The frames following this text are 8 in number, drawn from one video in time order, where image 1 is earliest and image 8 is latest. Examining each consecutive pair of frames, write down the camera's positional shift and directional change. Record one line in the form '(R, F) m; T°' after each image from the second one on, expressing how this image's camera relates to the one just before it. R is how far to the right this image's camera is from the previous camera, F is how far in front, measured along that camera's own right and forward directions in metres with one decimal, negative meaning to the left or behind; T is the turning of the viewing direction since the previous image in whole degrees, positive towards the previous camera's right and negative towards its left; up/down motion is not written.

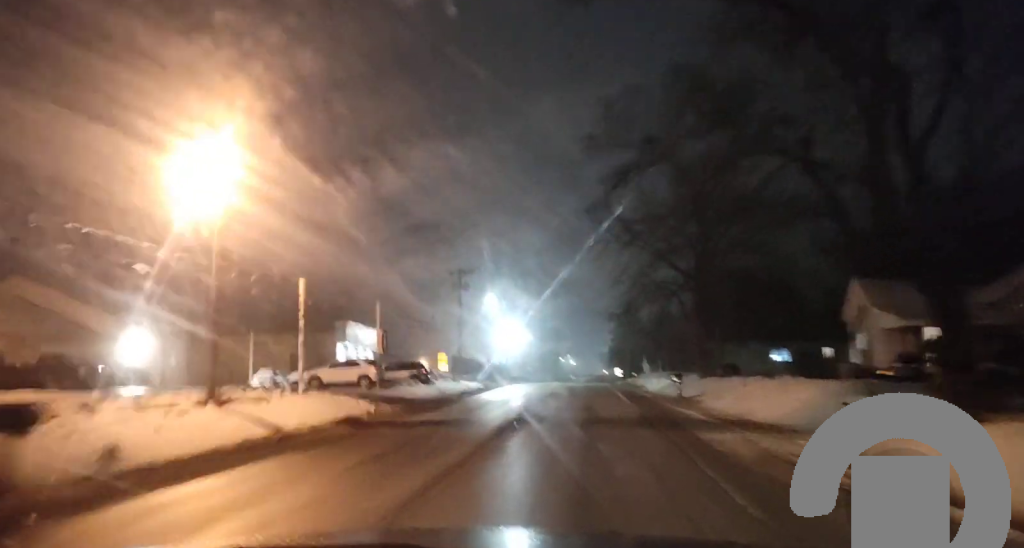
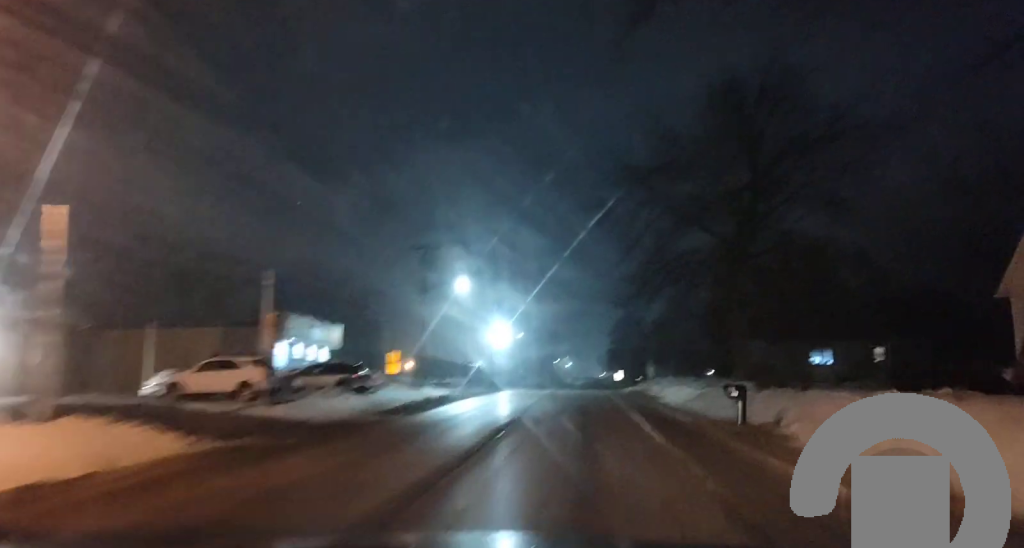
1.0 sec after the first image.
(+0.2, +16.2) m; 0°
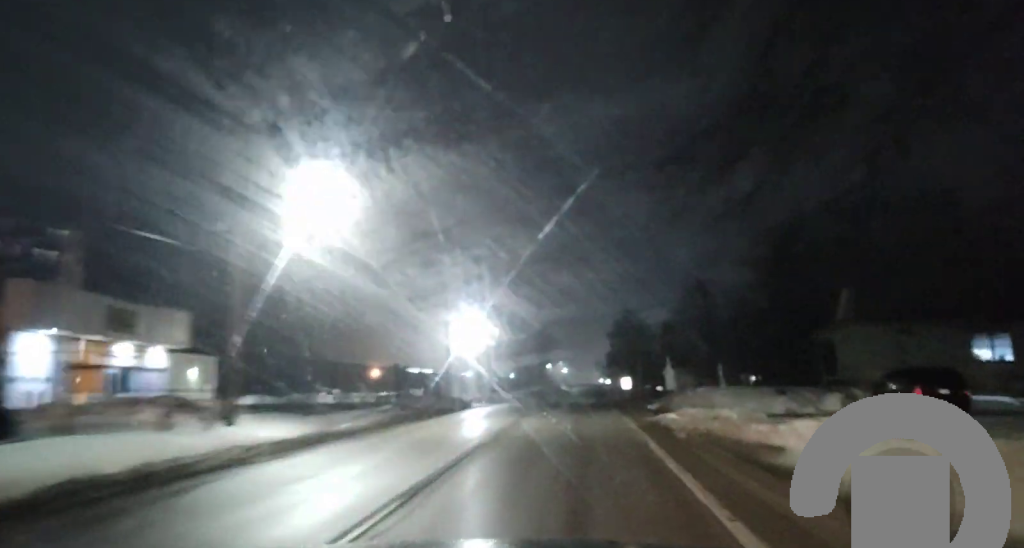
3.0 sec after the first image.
(-0.8, +30.3) m; -1°
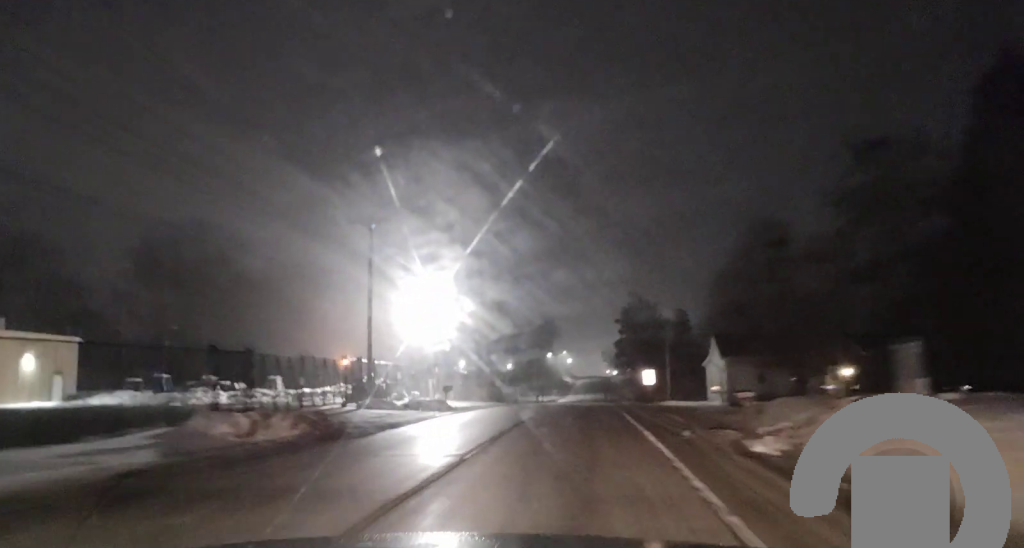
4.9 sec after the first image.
(+0.4, +29.0) m; +1°
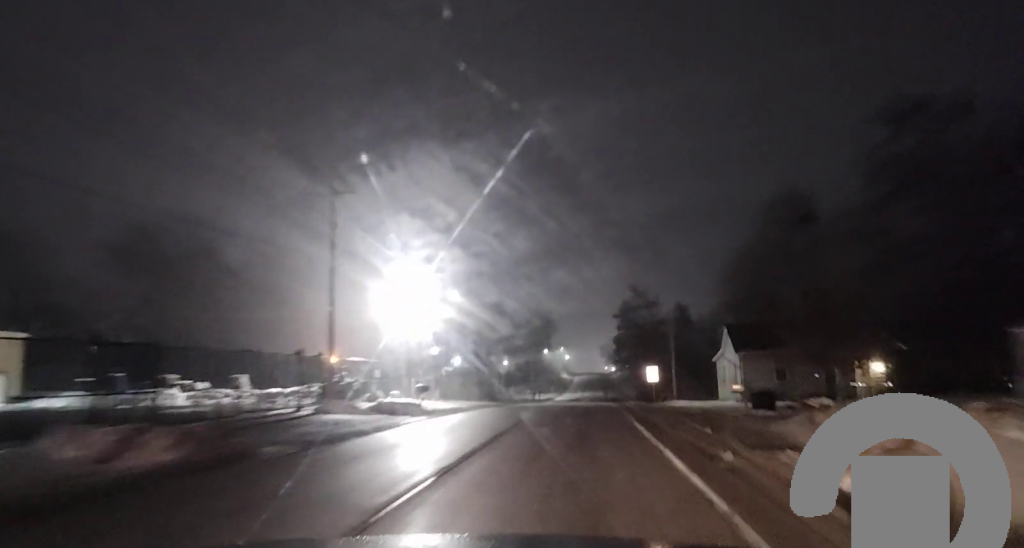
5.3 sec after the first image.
(+0.1, +6.2) m; 0°
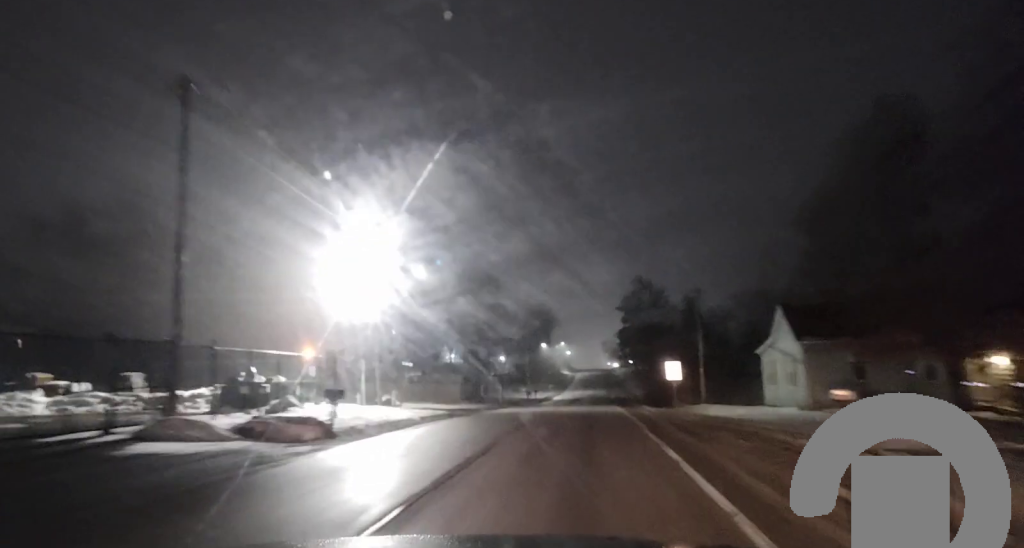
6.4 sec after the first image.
(-0.1, +15.3) m; 0°
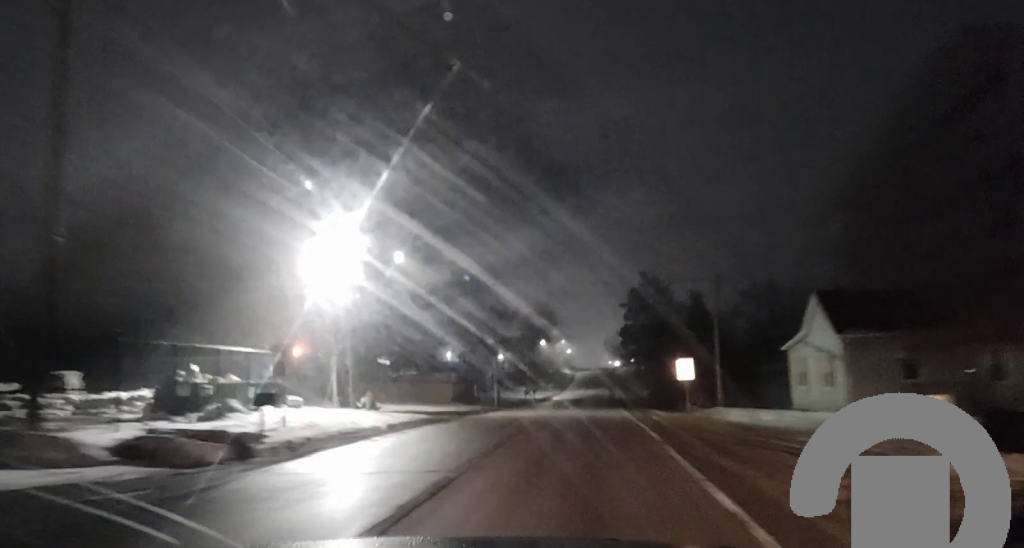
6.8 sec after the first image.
(0.0, +5.5) m; 0°
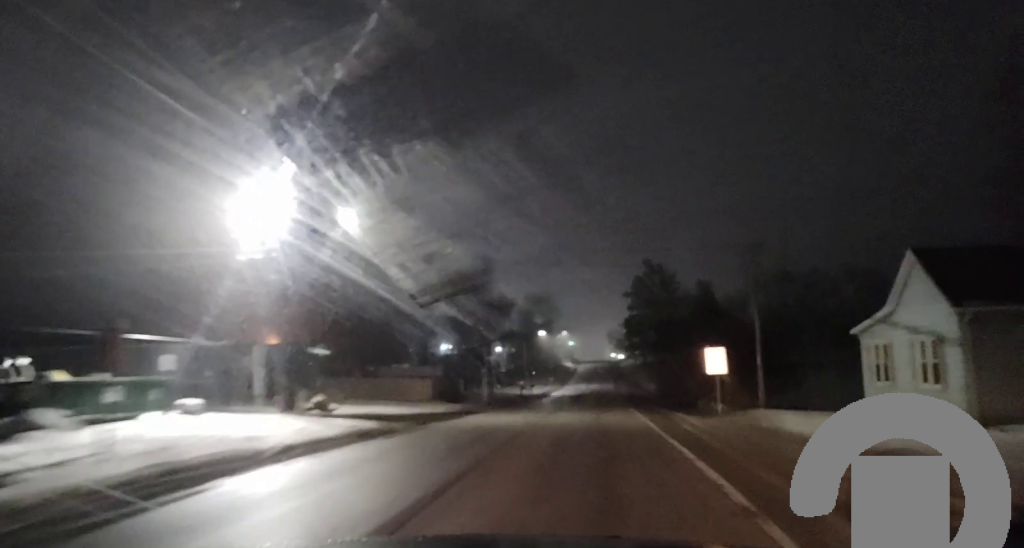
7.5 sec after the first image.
(+0.1, +10.3) m; 0°
